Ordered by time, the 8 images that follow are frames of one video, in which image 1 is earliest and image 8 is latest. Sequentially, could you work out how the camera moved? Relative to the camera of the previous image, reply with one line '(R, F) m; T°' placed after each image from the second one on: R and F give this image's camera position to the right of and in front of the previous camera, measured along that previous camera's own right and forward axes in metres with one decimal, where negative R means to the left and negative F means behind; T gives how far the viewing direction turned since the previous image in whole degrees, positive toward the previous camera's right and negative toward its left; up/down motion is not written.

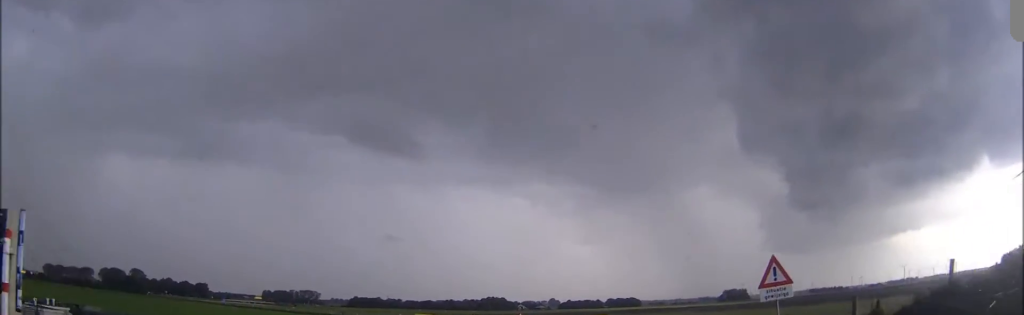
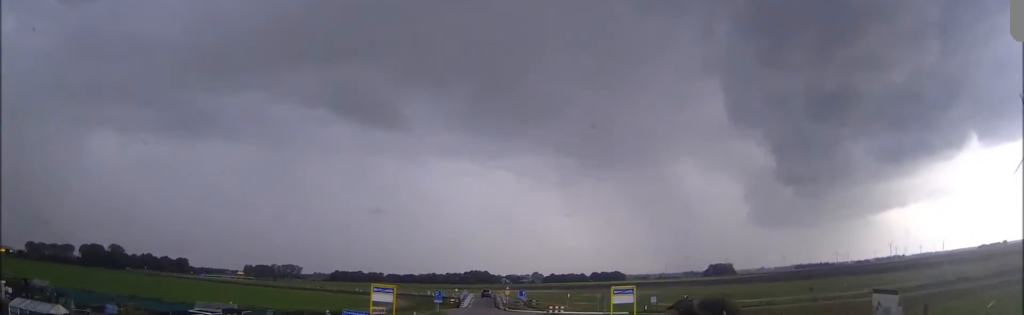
(+0.3, +12.5) m; +2°
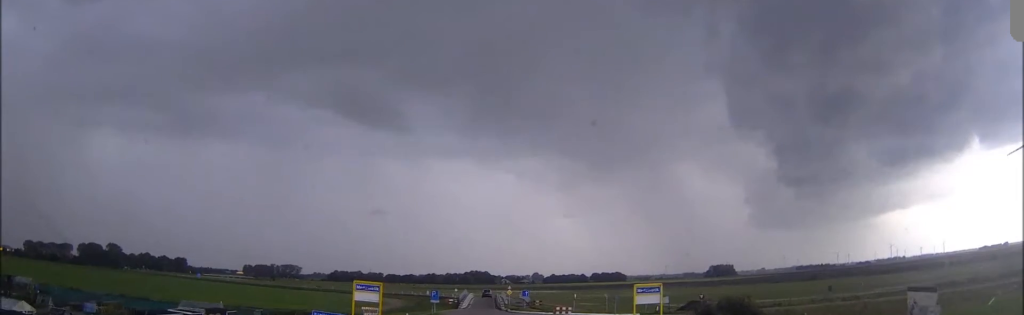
(0.0, +5.0) m; 0°
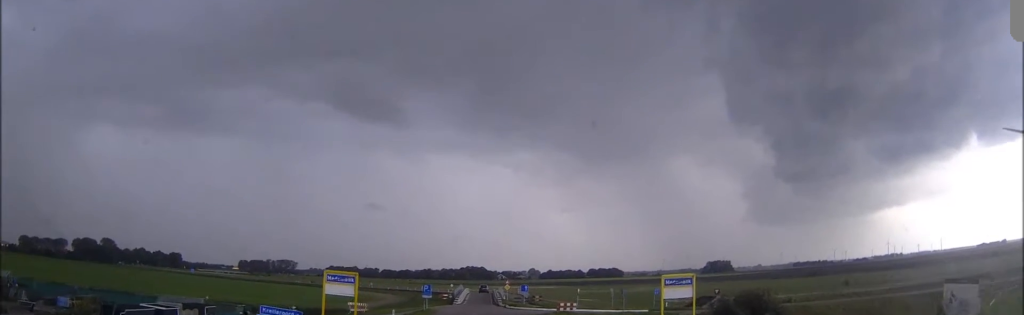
(0.0, +4.7) m; 0°
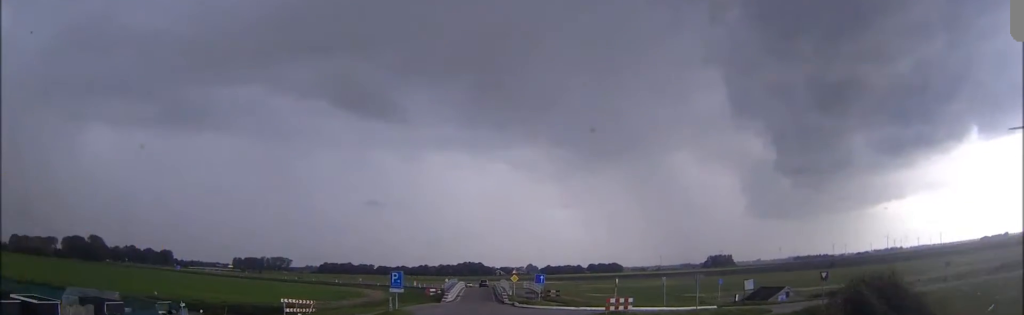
(+0.2, +19.6) m; +1°
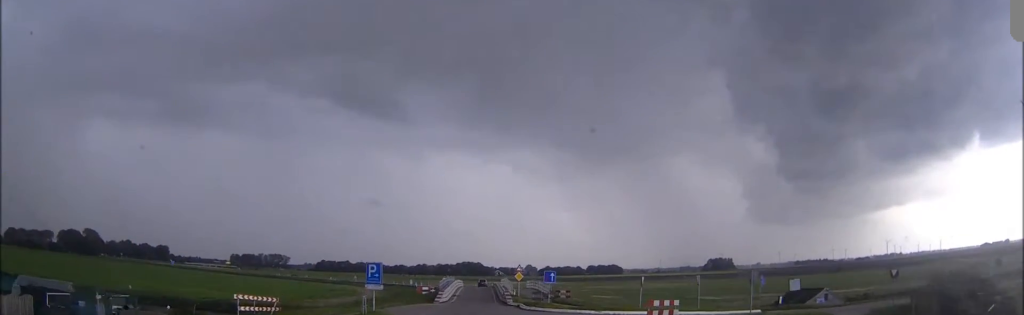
(0.0, +8.9) m; 0°
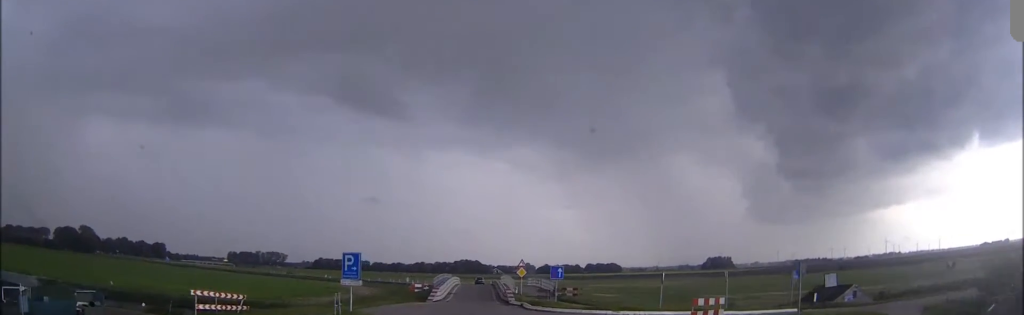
(0.0, +6.3) m; +1°
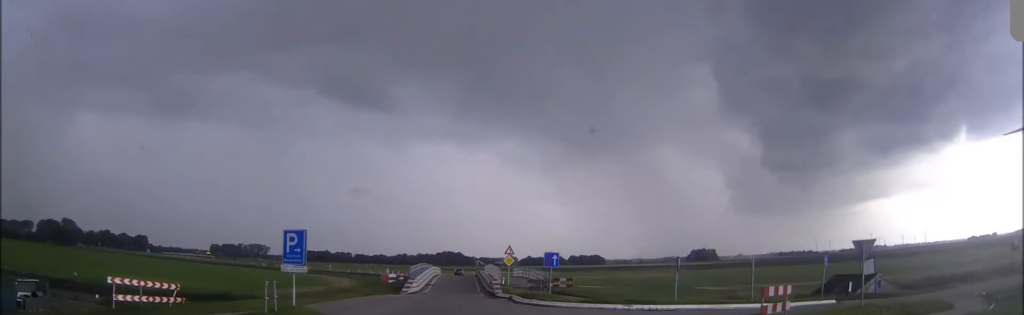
(0.0, +7.6) m; +1°
